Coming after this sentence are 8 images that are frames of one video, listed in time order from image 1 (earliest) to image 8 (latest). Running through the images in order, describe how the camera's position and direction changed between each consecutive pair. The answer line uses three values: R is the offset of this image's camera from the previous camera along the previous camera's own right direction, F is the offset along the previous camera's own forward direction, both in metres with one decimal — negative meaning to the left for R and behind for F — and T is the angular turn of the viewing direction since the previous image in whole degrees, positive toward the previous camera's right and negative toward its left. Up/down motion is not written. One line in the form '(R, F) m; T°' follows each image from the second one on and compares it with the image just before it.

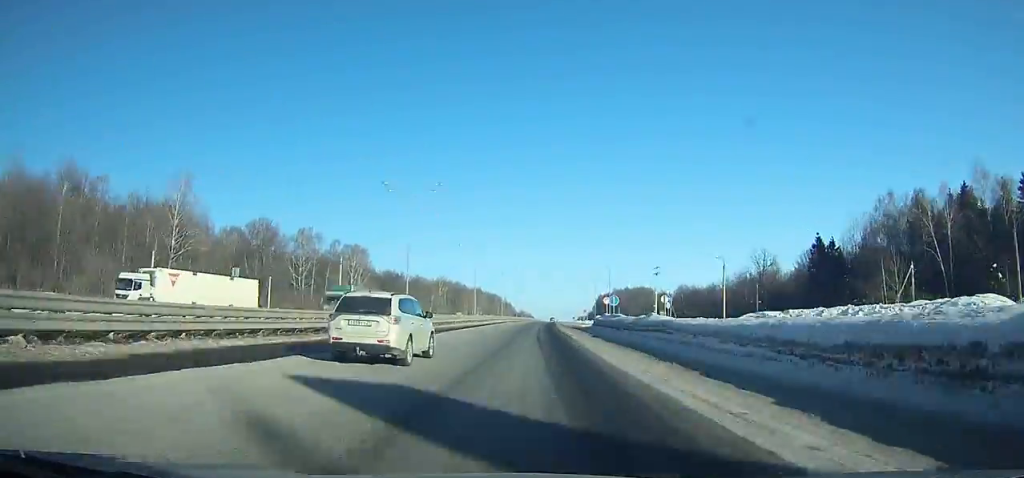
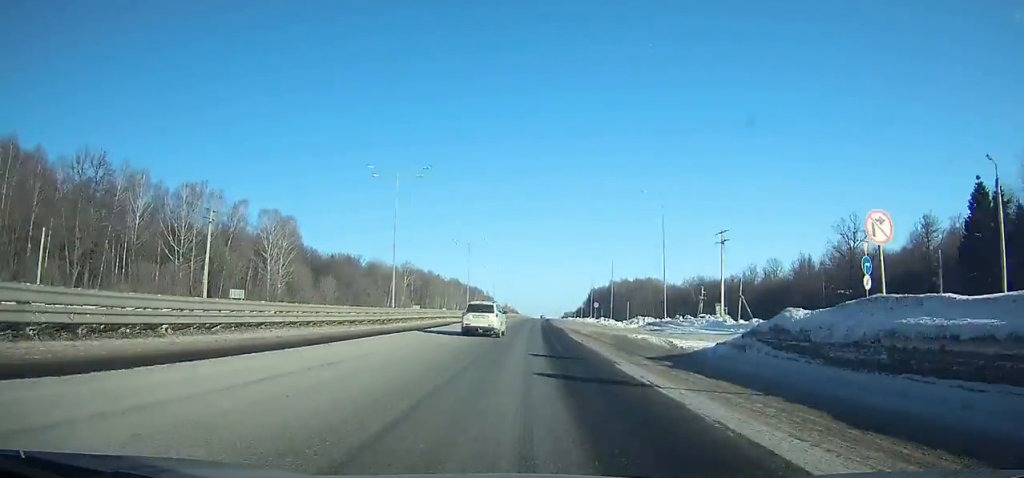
(+0.1, +44.7) m; +1°
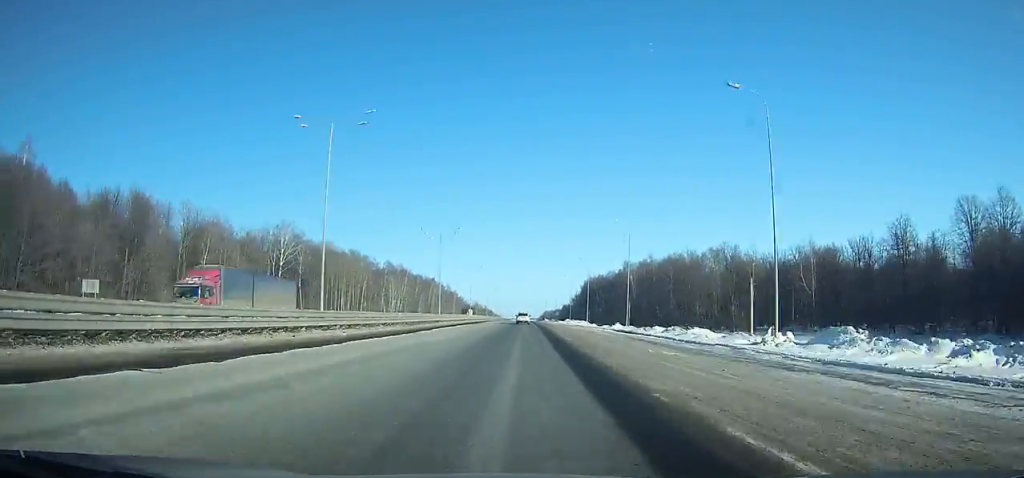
(+2.2, +110.8) m; +2°
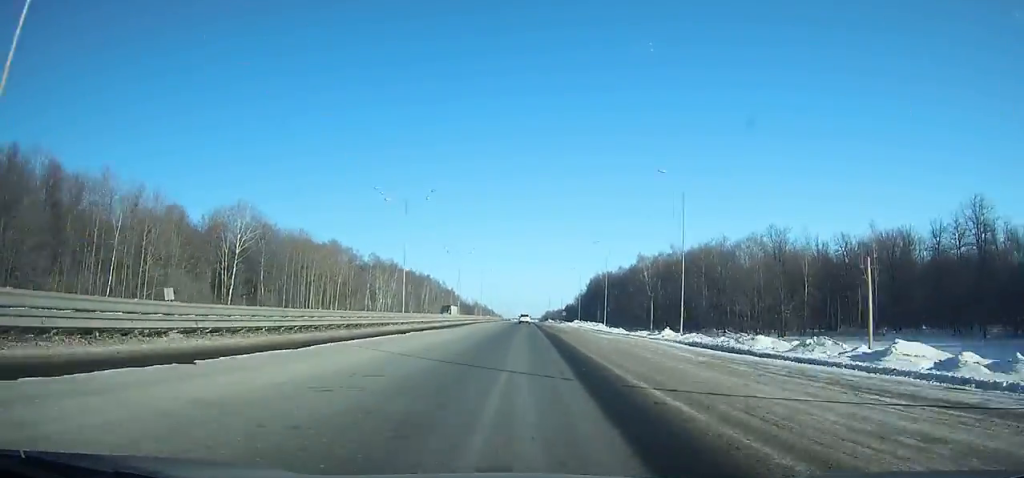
(+0.1, +24.5) m; 0°
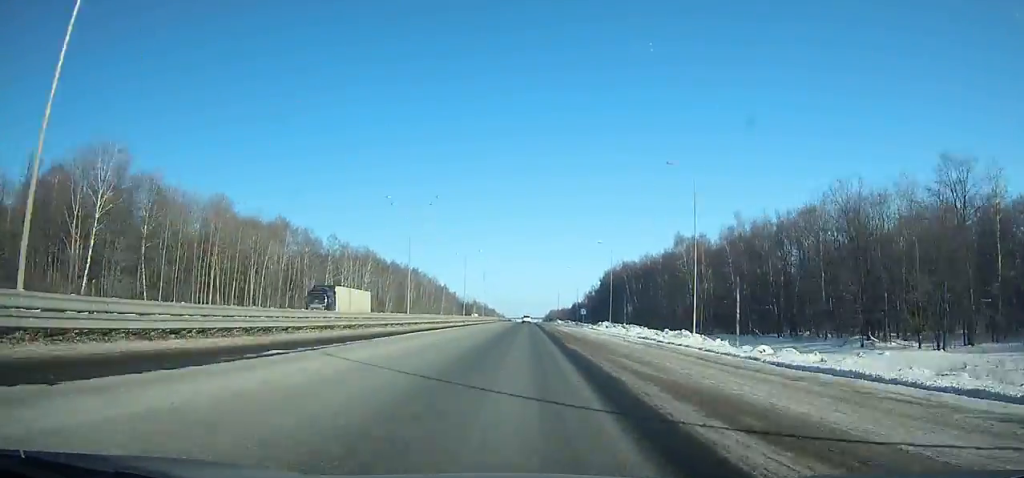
(+0.1, +44.6) m; 0°
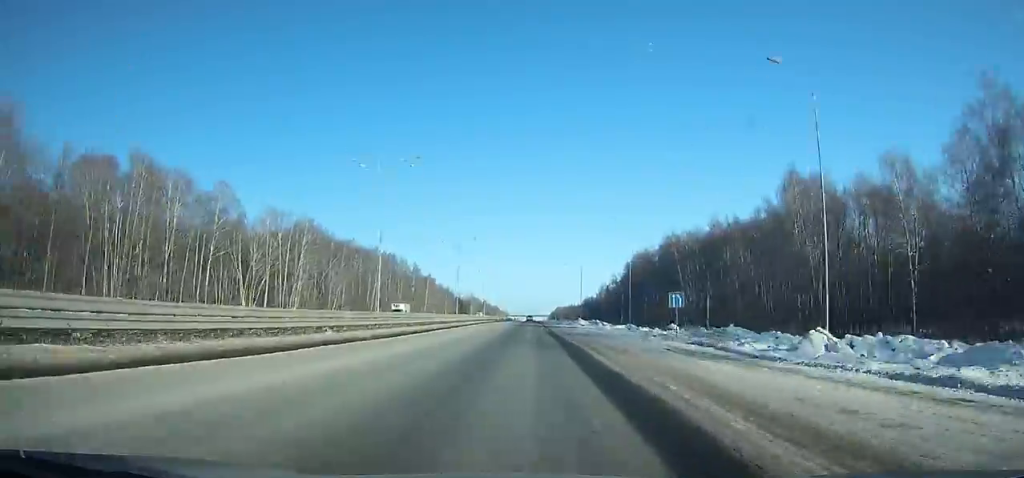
(0.0, +58.1) m; 0°
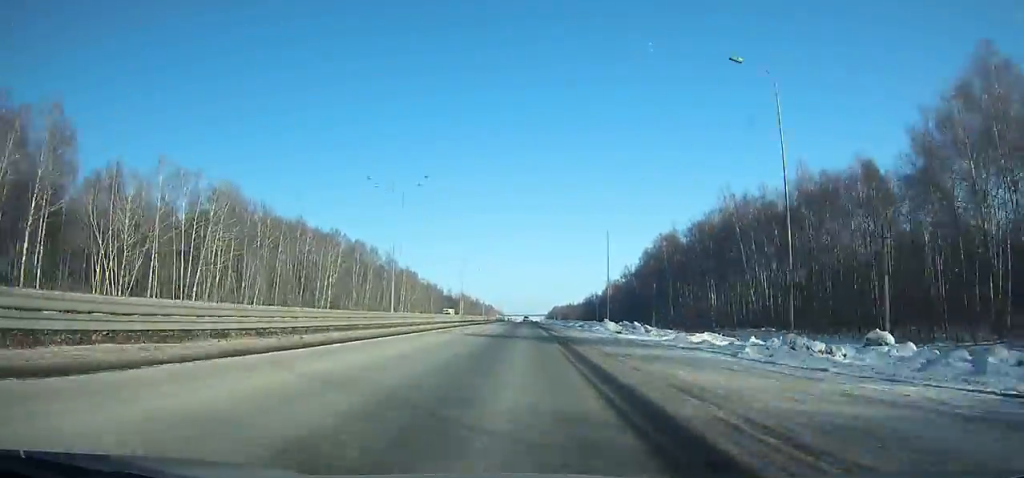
(0.0, +36.6) m; 0°
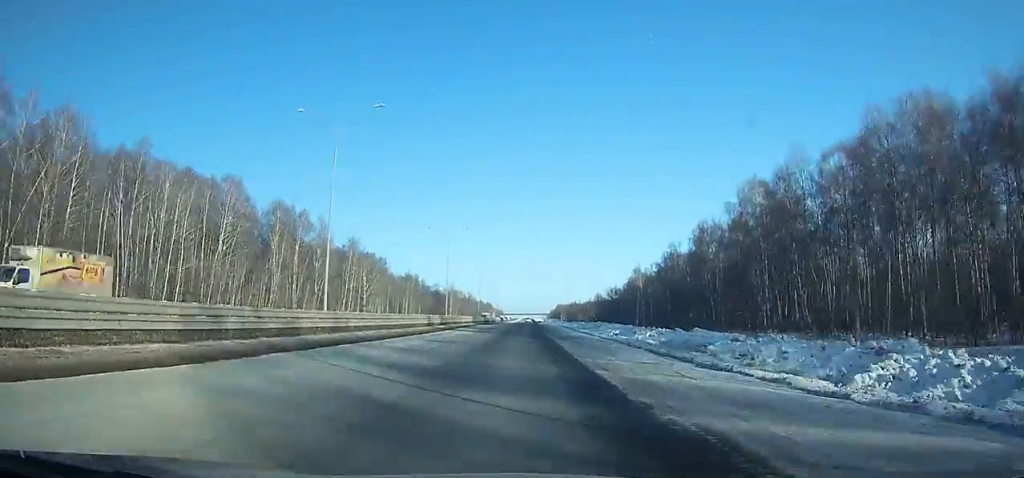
(0.0, +62.3) m; 0°
